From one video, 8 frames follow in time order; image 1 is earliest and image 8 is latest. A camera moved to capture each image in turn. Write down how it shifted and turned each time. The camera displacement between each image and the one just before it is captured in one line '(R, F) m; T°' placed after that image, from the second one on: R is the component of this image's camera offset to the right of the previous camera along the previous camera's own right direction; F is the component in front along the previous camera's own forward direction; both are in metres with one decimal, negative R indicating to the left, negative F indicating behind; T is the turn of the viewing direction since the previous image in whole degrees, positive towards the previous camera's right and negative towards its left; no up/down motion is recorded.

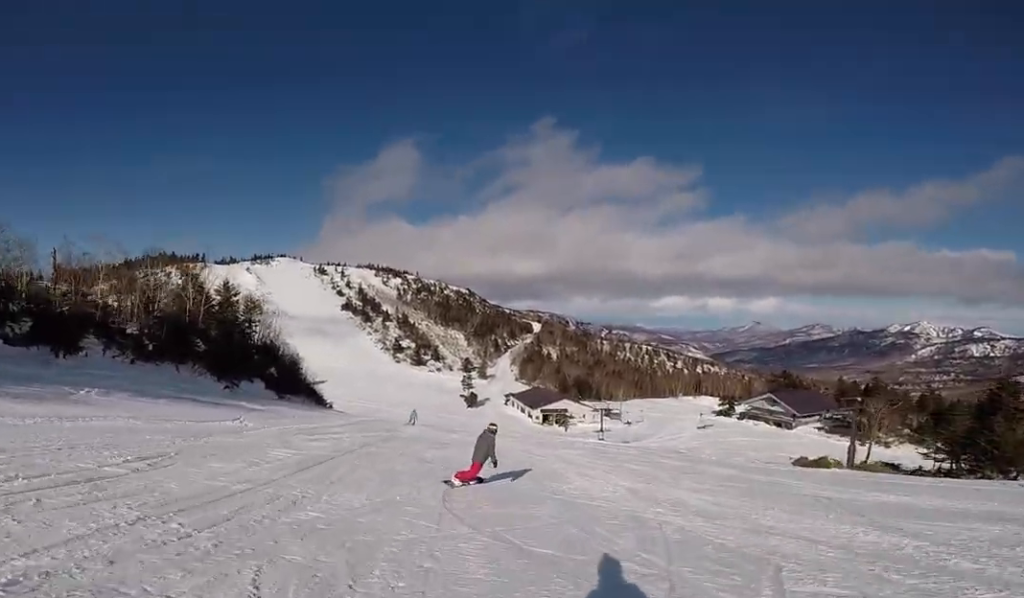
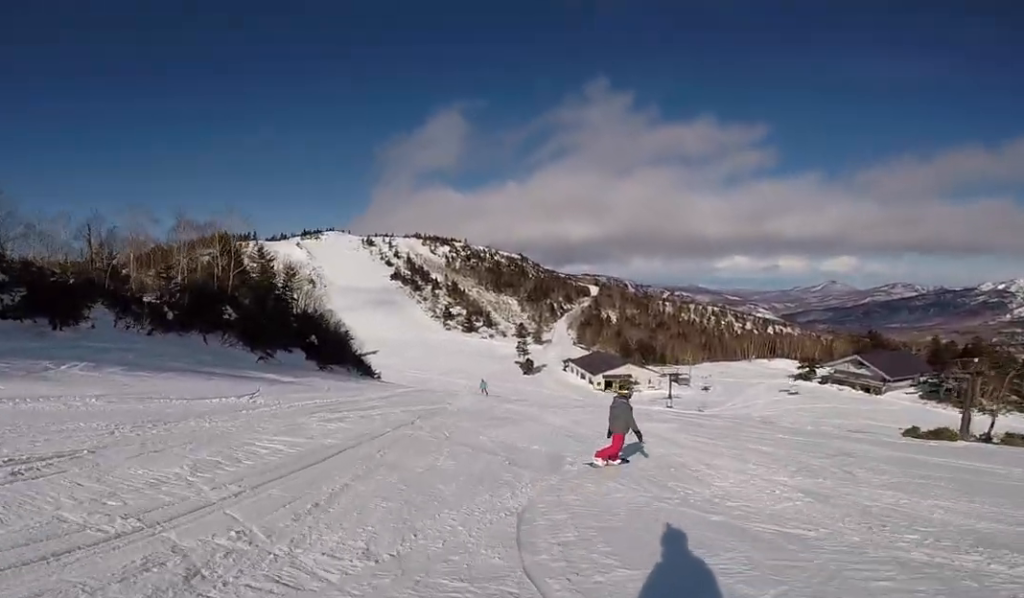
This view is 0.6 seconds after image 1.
(+0.1, +3.4) m; -2°
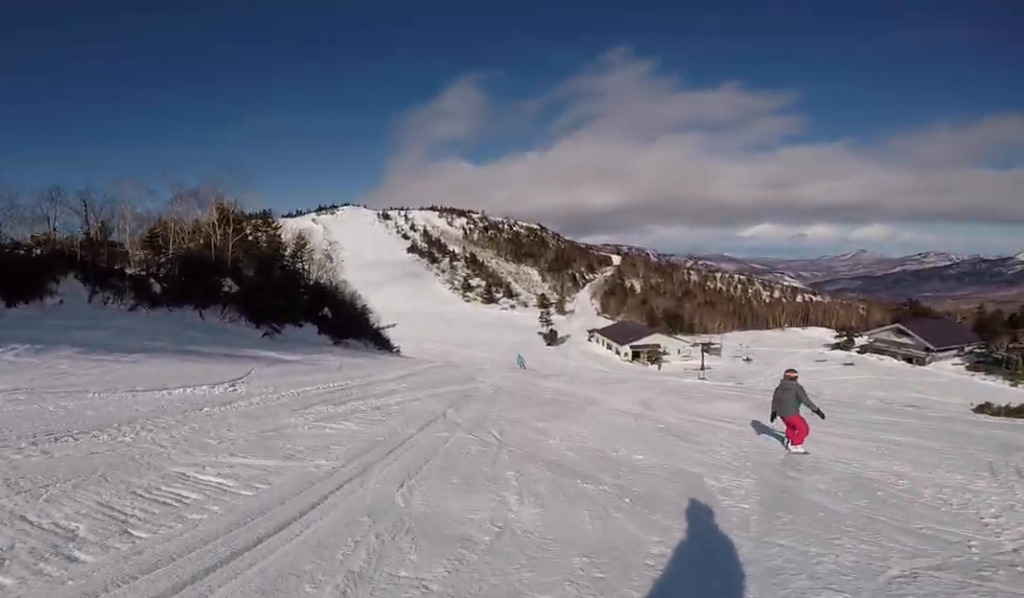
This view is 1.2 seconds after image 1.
(+1.0, +3.4) m; 0°
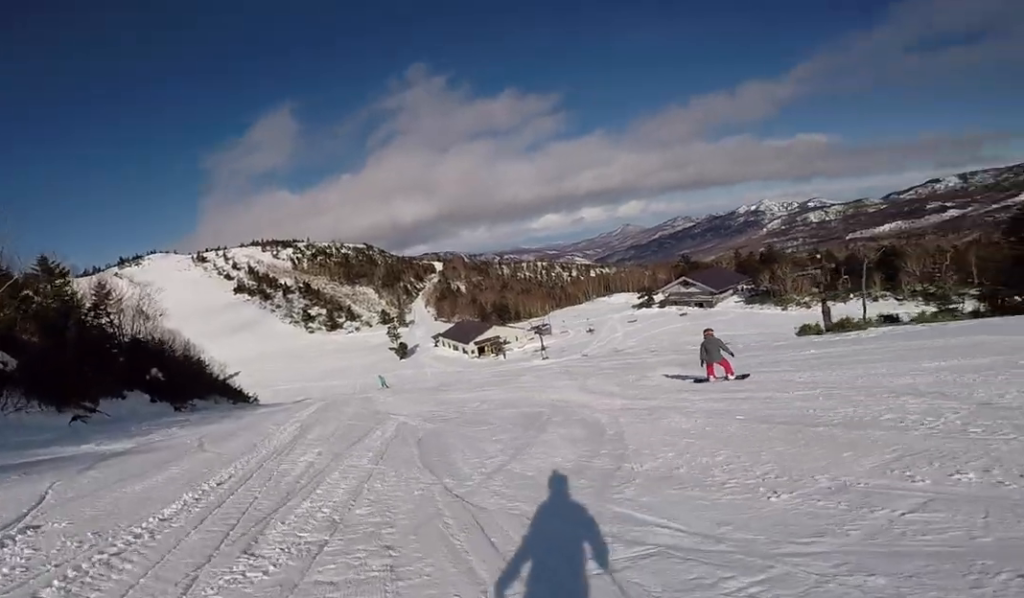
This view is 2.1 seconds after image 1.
(-1.4, +5.6) m; +9°
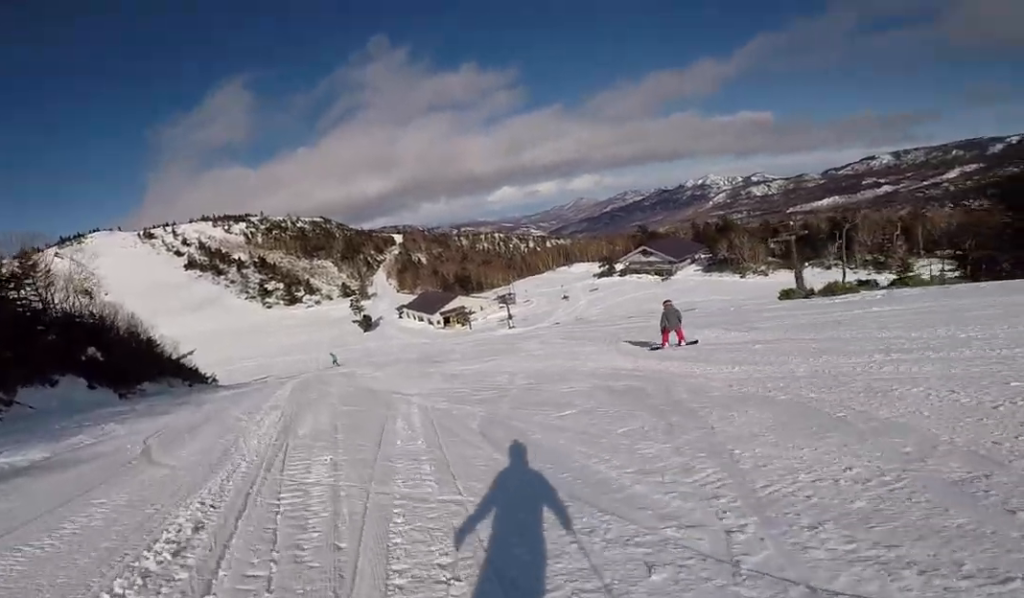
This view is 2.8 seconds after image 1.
(+1.3, +3.8) m; +10°
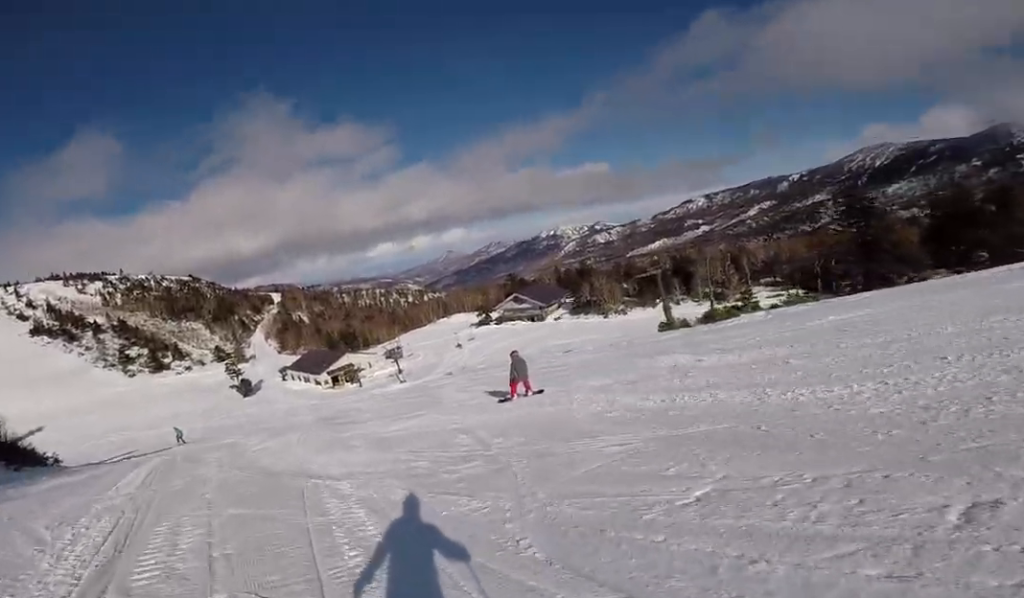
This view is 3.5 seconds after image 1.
(+0.7, +4.5) m; +4°
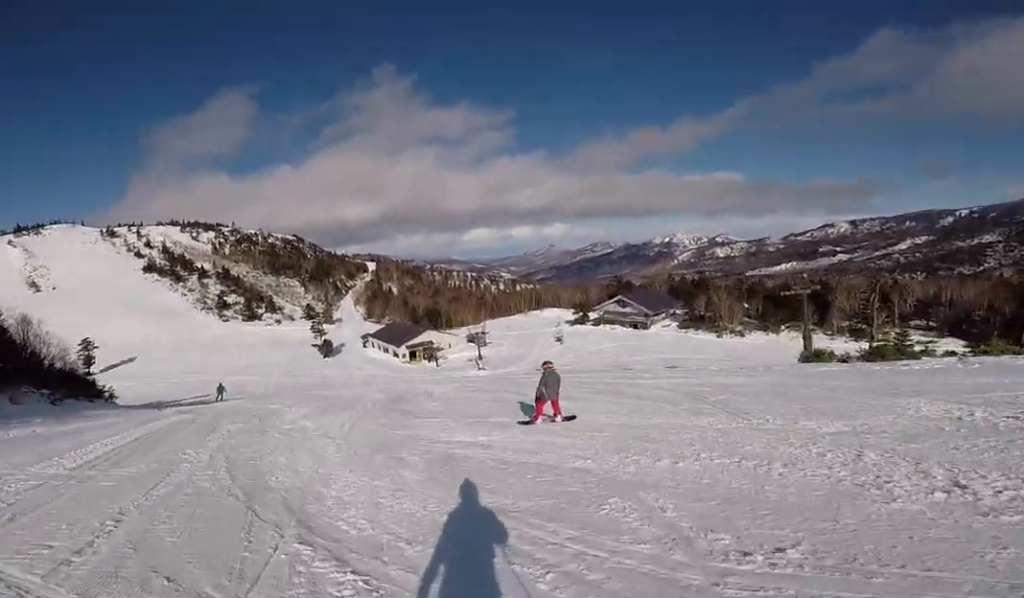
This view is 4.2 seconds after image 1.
(-0.5, +4.2) m; -7°
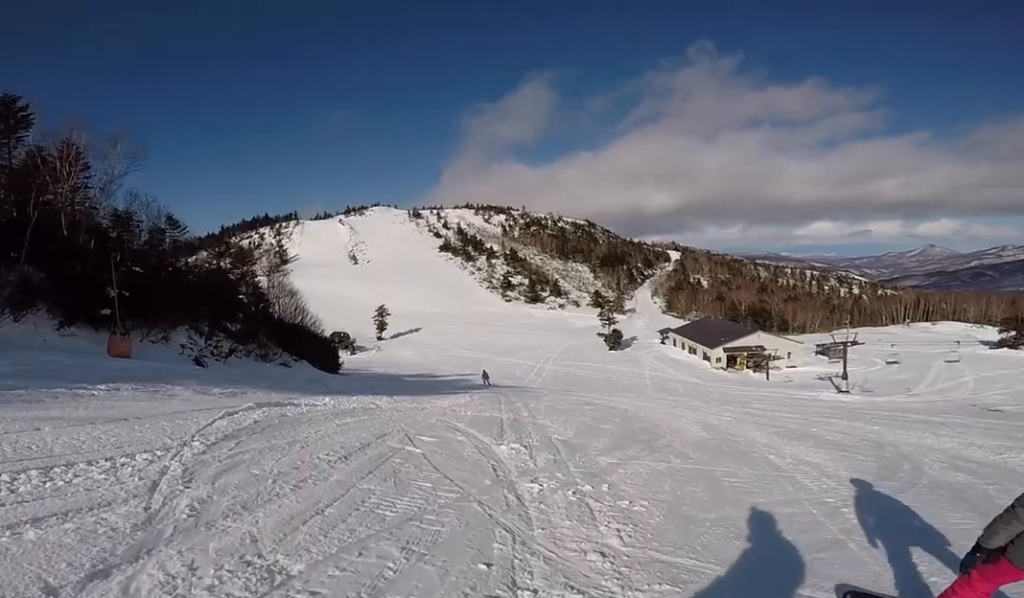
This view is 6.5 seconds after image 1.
(-2.4, +11.2) m; -42°
